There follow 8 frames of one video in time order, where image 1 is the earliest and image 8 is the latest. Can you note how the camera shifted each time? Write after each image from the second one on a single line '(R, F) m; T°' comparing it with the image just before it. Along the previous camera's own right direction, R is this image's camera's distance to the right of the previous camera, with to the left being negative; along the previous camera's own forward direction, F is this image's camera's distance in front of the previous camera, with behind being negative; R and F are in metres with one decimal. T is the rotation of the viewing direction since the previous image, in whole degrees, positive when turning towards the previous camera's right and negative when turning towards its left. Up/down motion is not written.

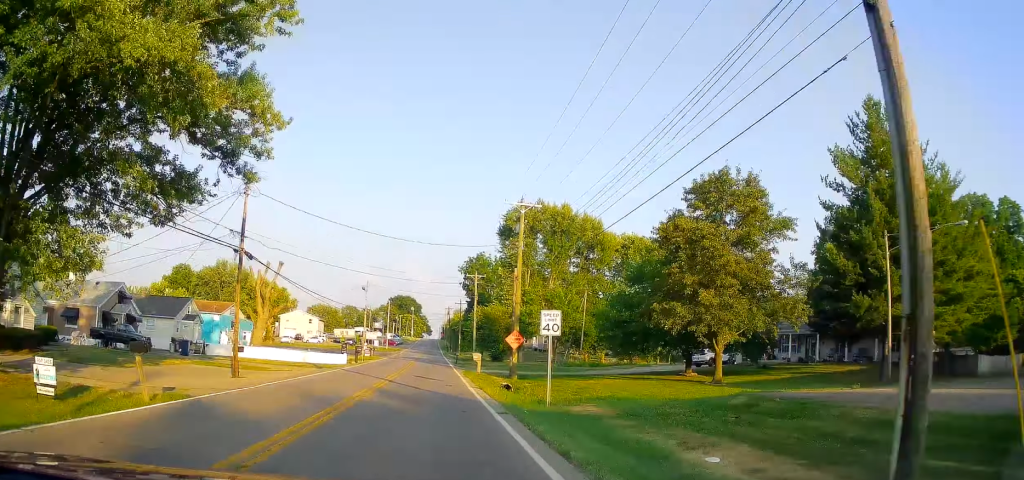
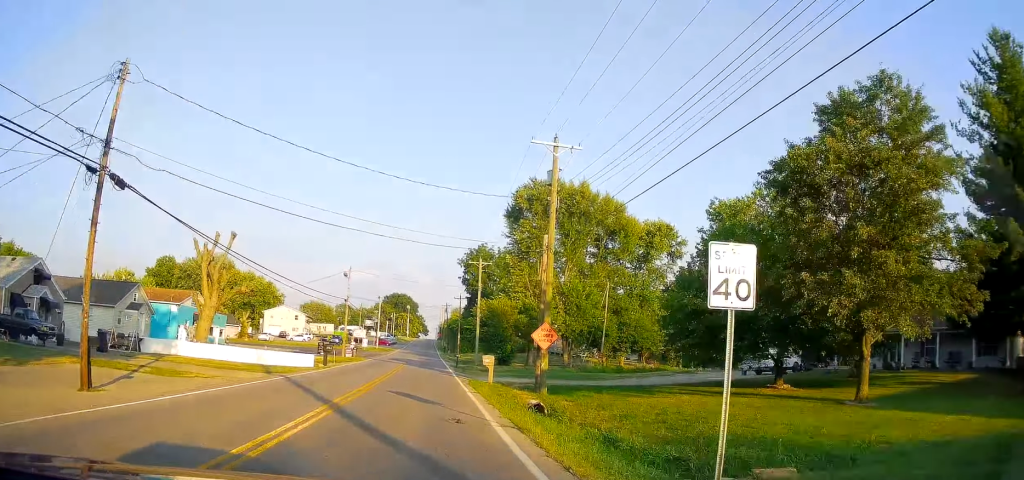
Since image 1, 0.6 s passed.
(0.0, +12.1) m; 0°
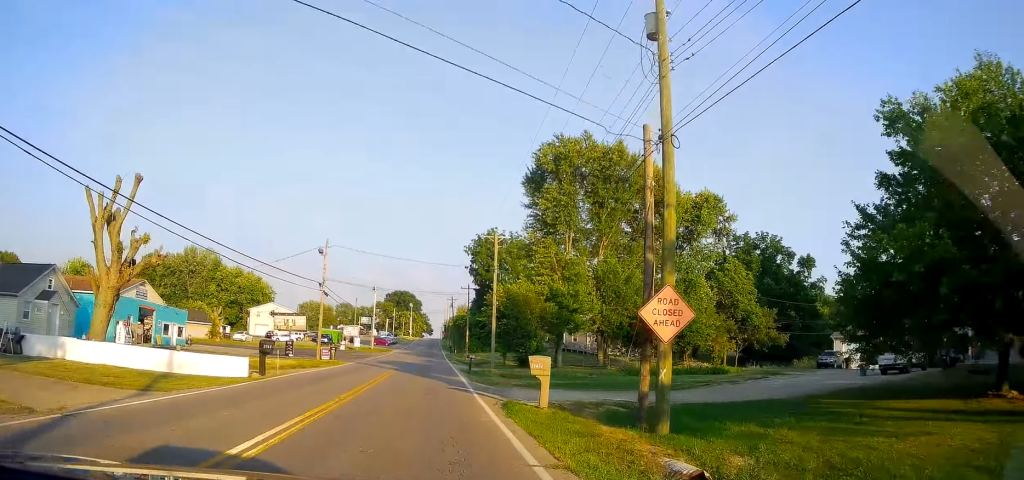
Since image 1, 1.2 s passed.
(-0.1, +14.3) m; 0°
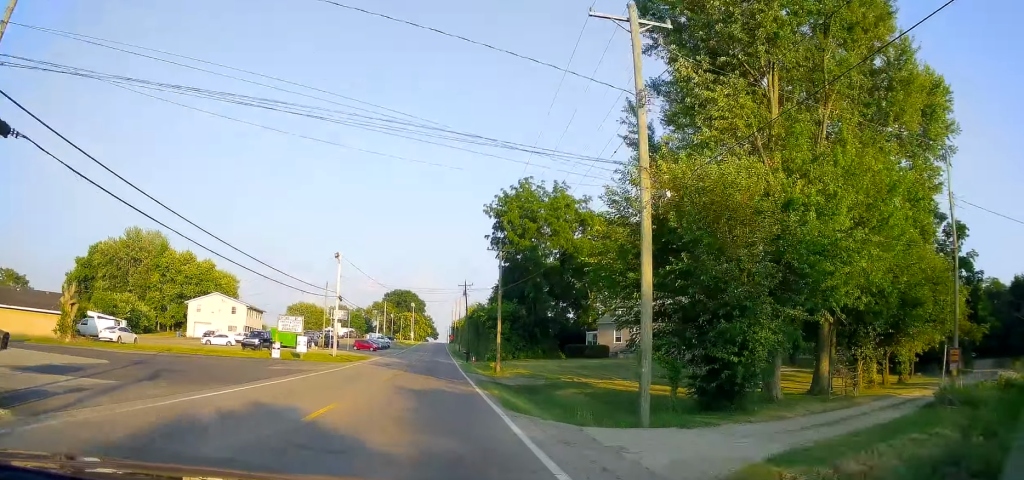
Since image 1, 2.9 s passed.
(+0.7, +36.2) m; +2°
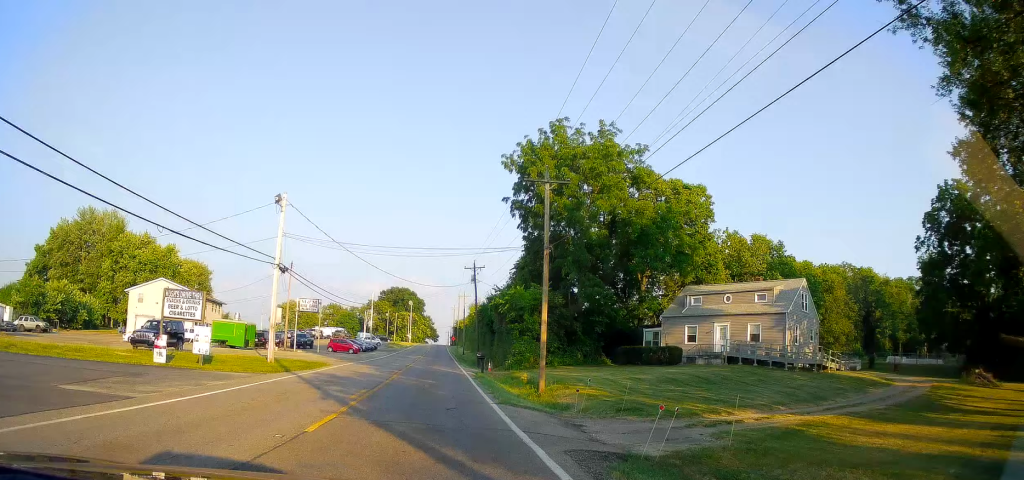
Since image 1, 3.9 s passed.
(0.0, +19.5) m; 0°
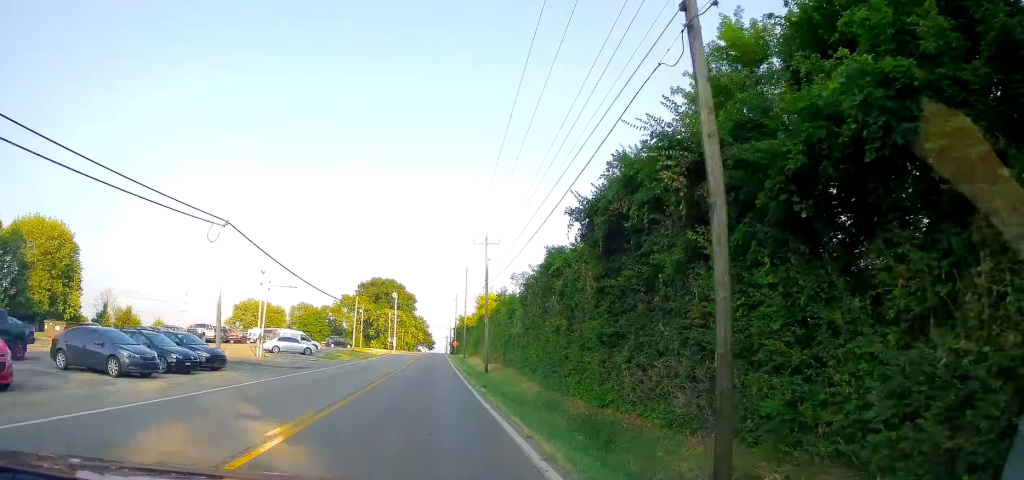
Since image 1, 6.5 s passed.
(-0.5, +53.6) m; -2°
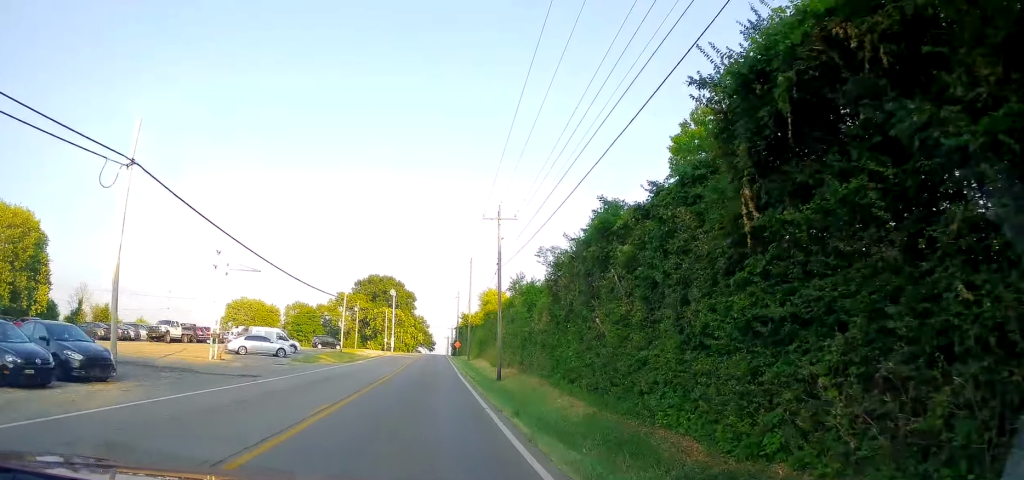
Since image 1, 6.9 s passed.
(-0.1, +8.9) m; 0°
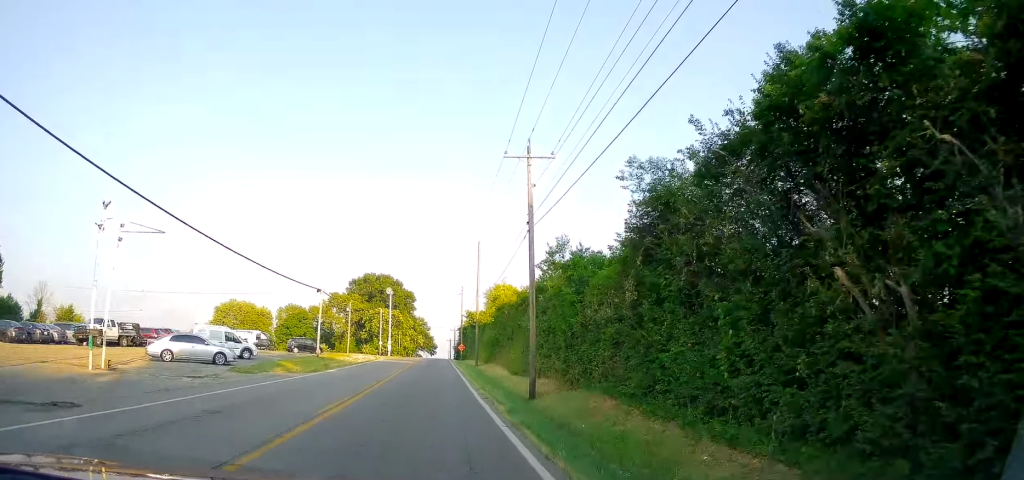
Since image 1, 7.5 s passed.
(0.0, +12.3) m; 0°
